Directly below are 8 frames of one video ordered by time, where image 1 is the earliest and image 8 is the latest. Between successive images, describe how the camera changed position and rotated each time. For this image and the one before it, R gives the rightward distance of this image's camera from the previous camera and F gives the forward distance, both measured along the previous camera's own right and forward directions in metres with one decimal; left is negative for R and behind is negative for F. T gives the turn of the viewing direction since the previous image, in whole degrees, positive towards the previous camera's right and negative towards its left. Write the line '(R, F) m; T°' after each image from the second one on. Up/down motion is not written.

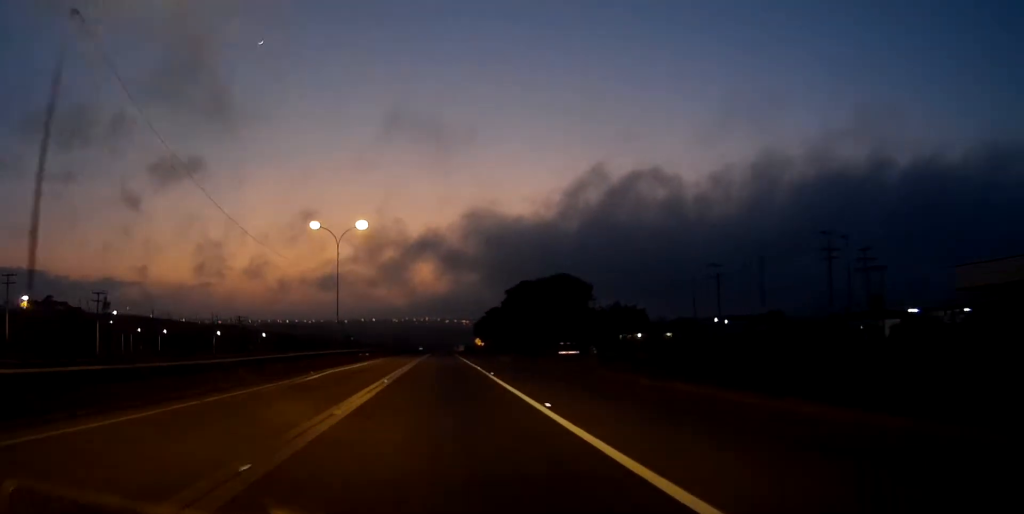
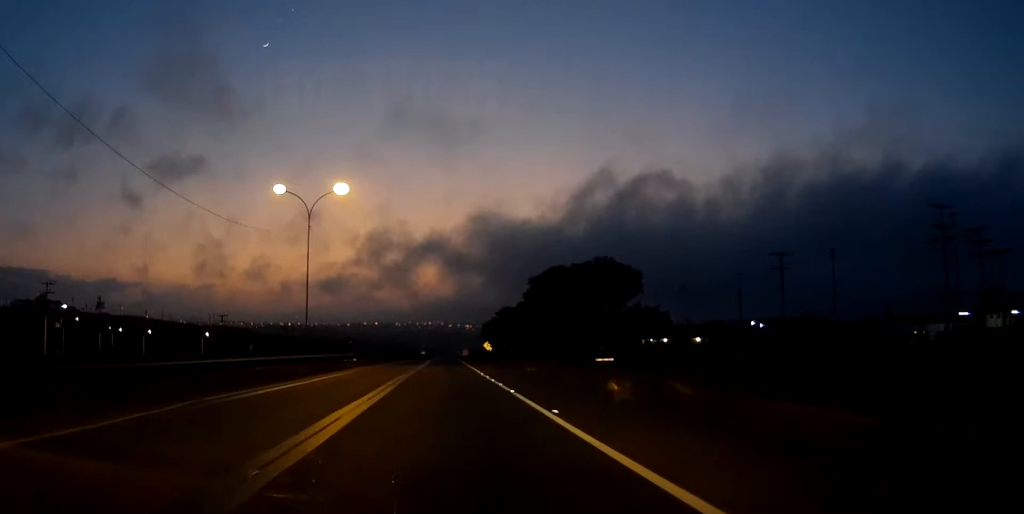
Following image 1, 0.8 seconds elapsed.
(0.0, +16.5) m; 0°
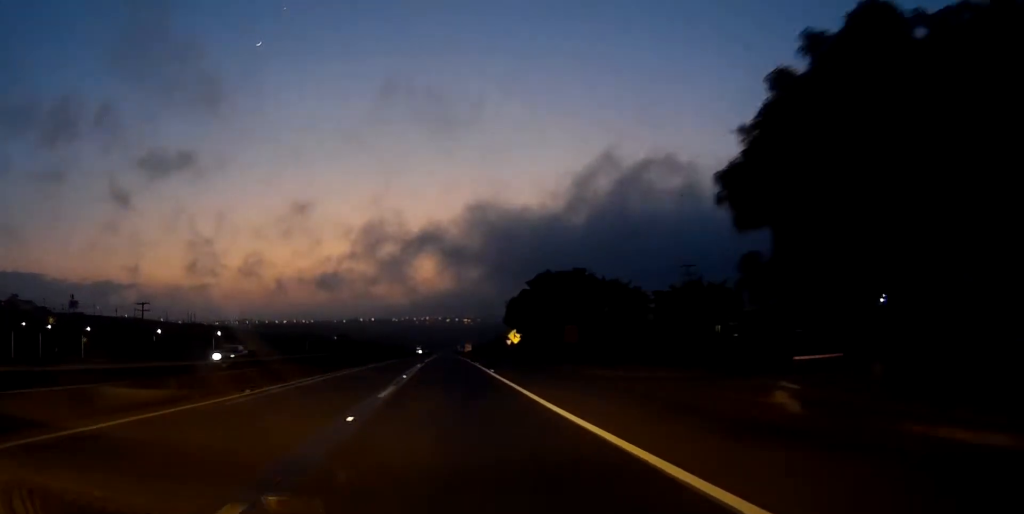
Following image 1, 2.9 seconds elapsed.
(+0.1, +43.1) m; 0°
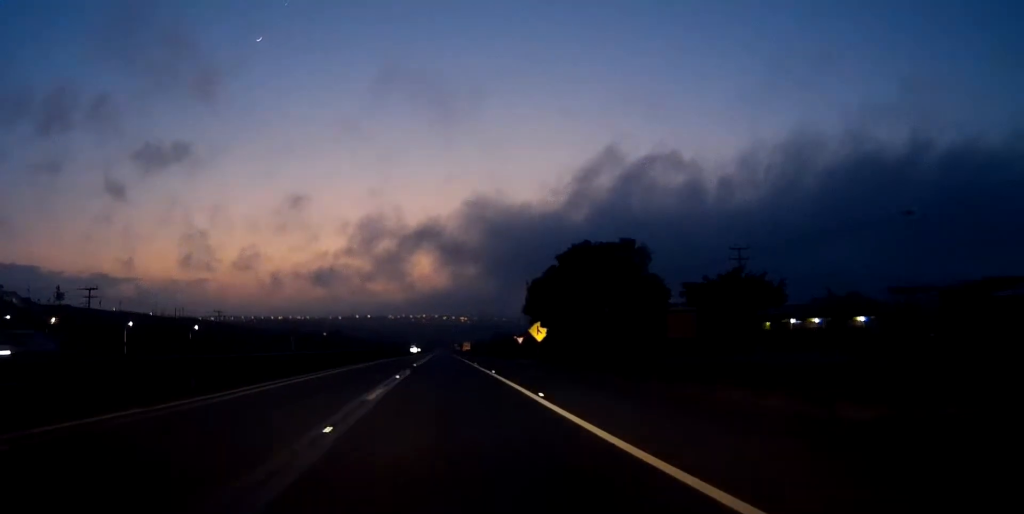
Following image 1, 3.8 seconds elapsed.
(0.0, +18.5) m; 0°
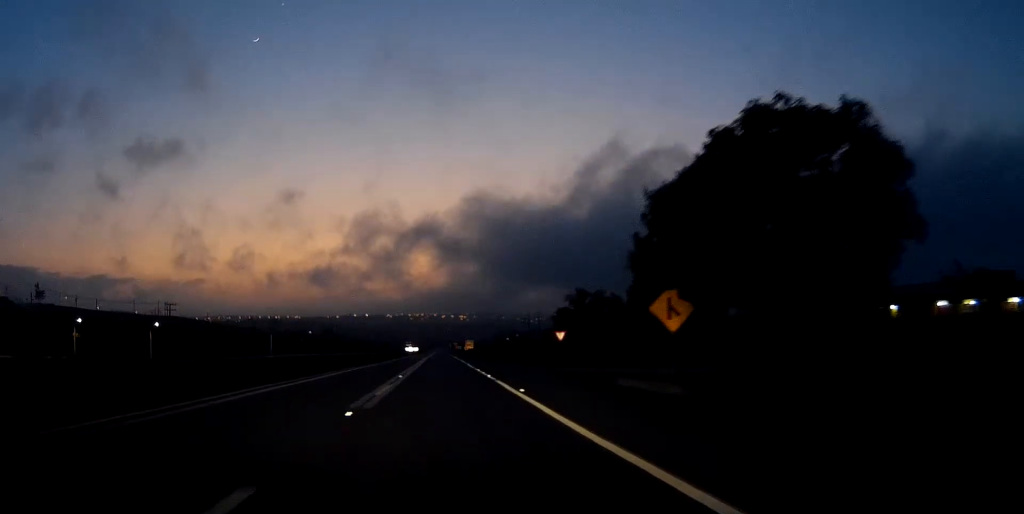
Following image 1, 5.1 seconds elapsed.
(0.0, +29.1) m; 0°
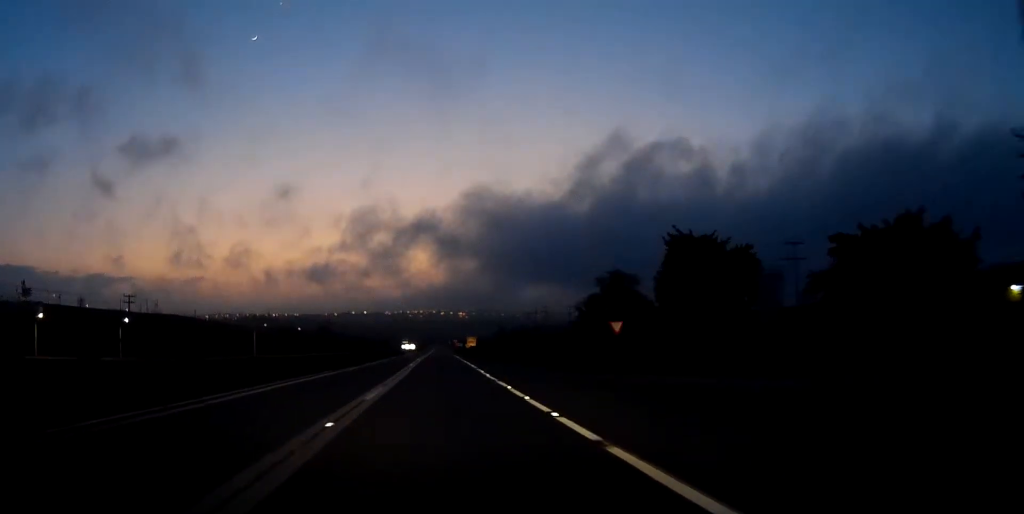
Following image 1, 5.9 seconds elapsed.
(0.0, +17.8) m; 0°
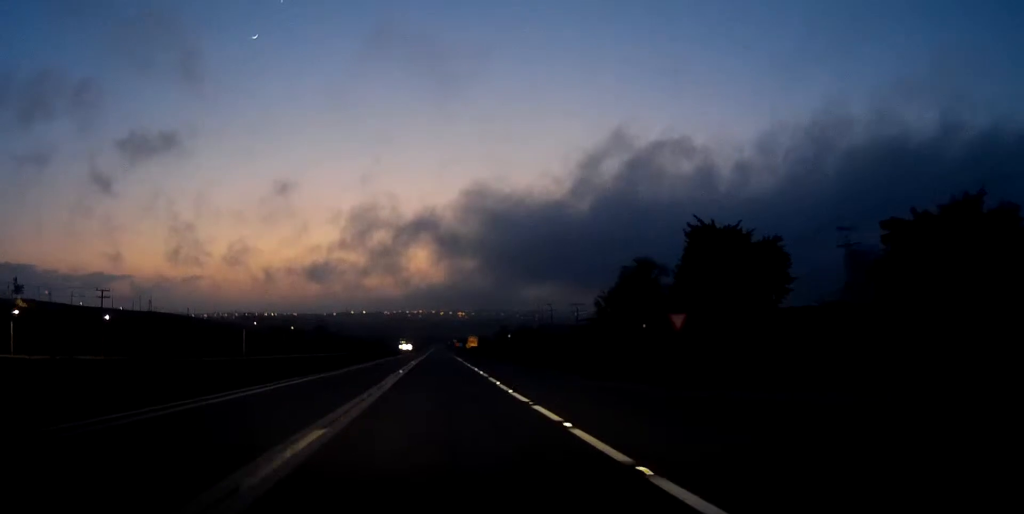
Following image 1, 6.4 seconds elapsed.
(0.0, +9.7) m; 0°
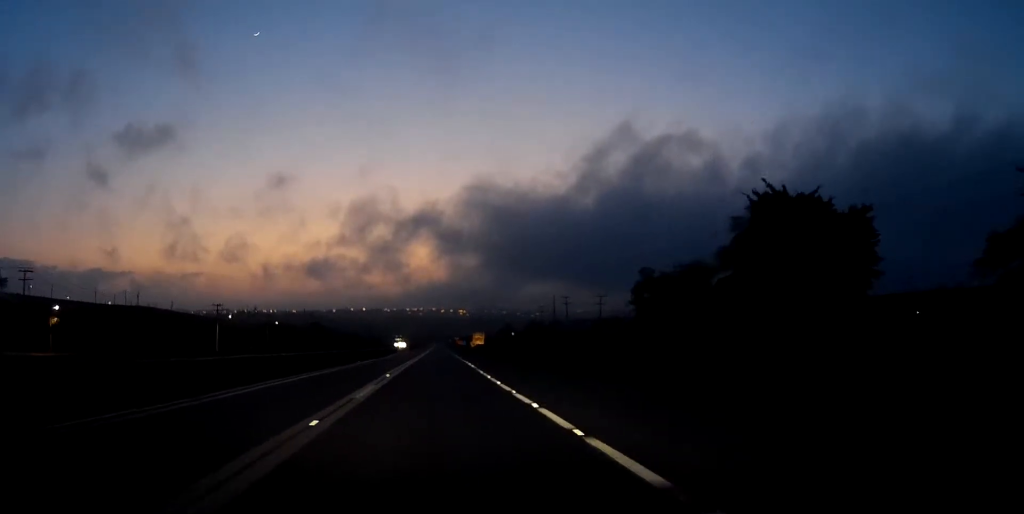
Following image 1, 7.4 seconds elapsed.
(-0.1, +22.7) m; 0°
